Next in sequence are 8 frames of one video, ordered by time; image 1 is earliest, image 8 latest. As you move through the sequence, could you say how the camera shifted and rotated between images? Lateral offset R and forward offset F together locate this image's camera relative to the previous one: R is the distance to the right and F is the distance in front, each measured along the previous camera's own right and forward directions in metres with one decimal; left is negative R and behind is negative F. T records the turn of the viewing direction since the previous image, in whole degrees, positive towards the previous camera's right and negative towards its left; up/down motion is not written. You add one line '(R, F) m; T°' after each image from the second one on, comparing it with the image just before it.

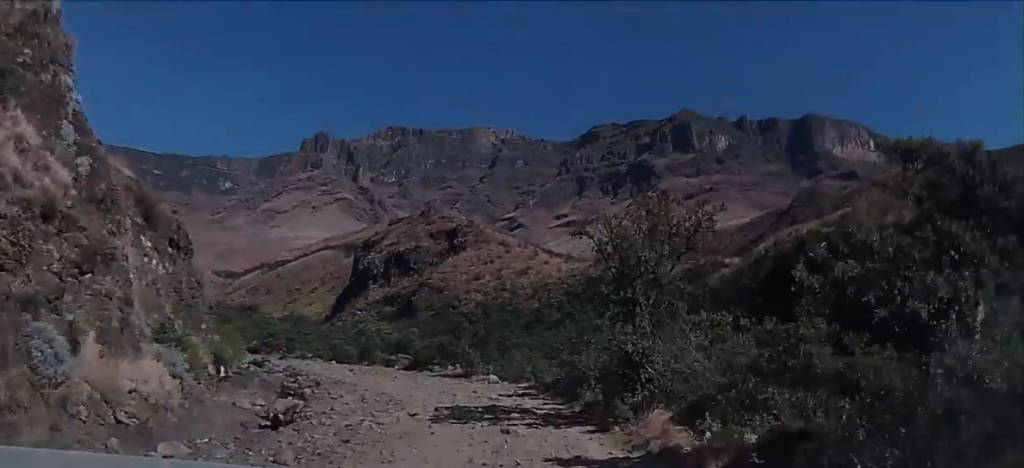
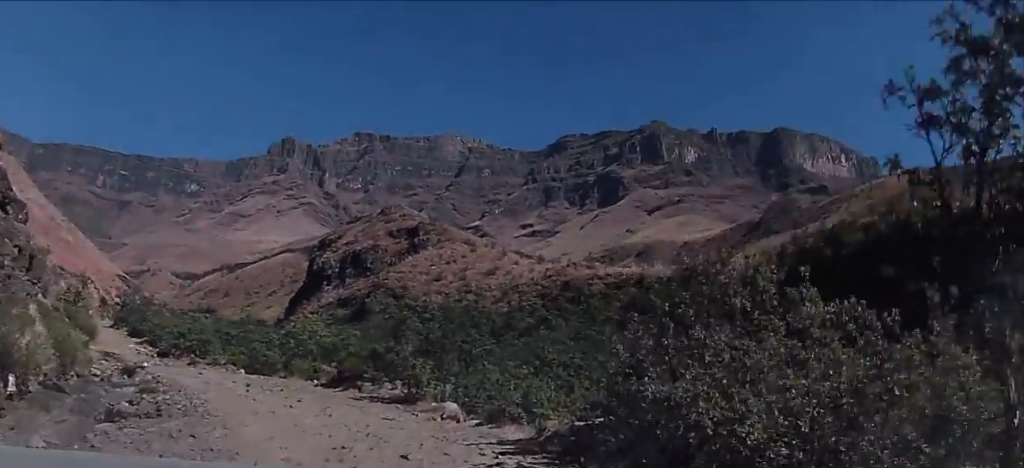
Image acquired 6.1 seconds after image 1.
(+0.1, +11.2) m; -5°
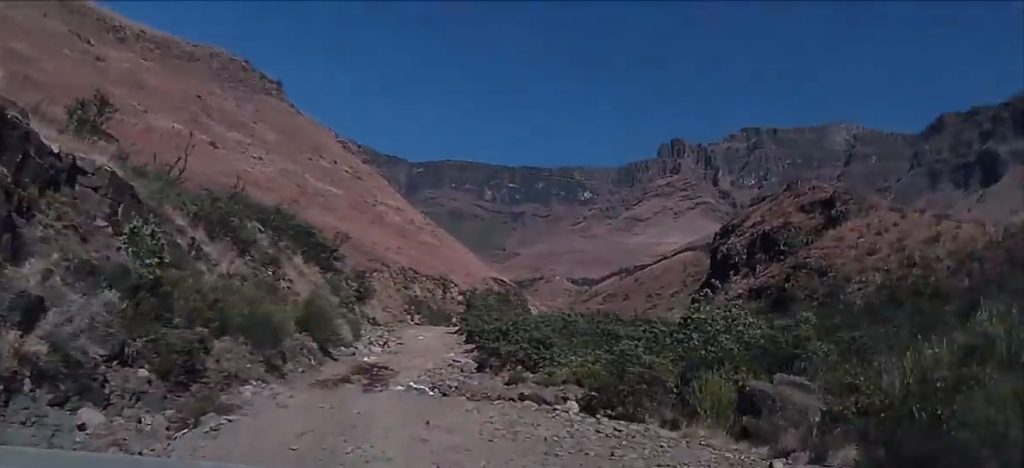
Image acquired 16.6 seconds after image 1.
(-3.2, +17.8) m; -17°
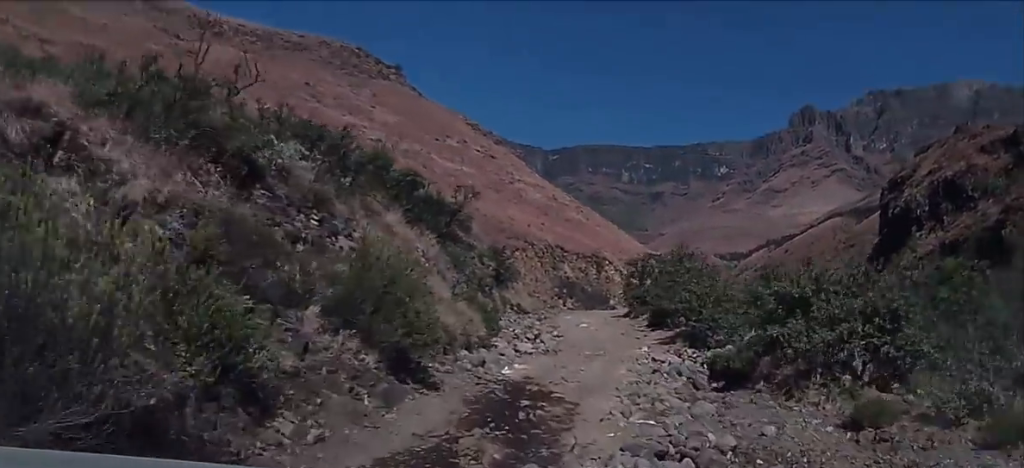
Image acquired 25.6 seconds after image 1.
(-0.9, +15.0) m; -3°
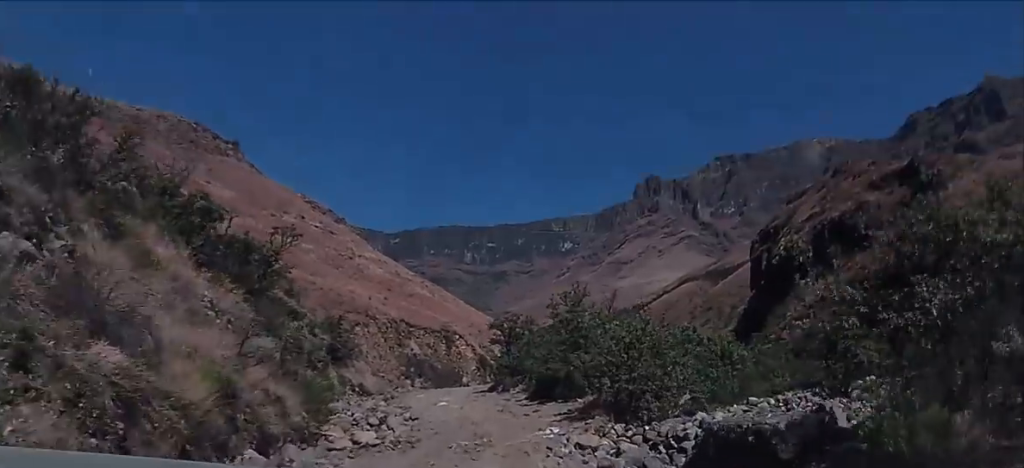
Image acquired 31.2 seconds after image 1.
(0.0, +8.5) m; 0°
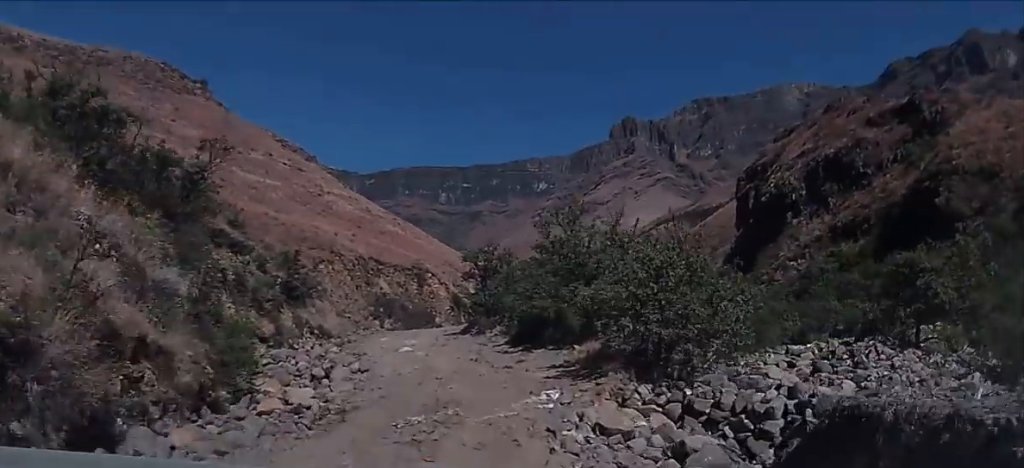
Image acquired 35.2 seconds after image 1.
(0.0, +5.8) m; -1°
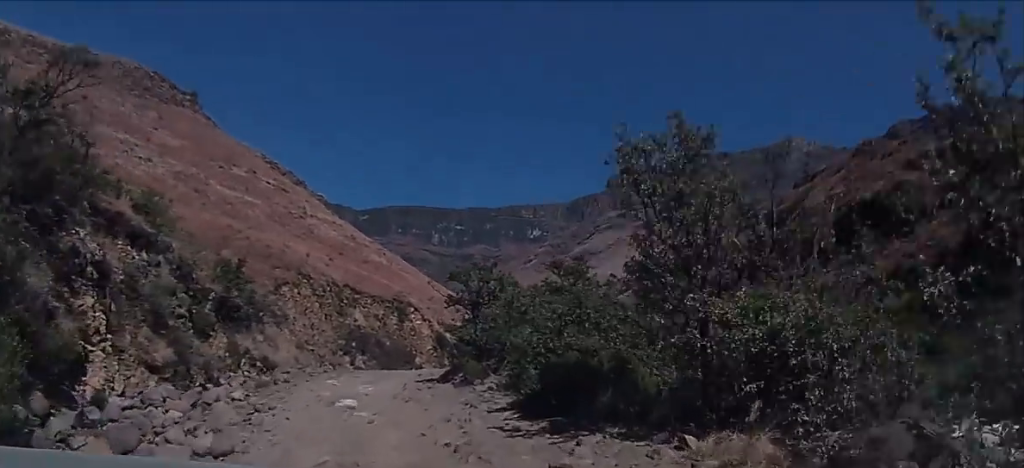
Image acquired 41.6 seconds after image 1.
(-0.1, +8.8) m; -1°
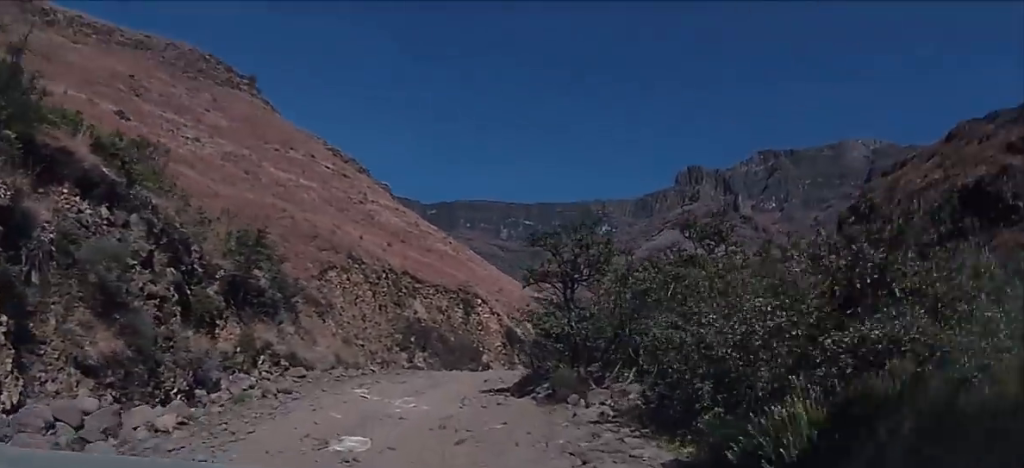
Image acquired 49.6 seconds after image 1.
(-0.2, +11.2) m; -1°
